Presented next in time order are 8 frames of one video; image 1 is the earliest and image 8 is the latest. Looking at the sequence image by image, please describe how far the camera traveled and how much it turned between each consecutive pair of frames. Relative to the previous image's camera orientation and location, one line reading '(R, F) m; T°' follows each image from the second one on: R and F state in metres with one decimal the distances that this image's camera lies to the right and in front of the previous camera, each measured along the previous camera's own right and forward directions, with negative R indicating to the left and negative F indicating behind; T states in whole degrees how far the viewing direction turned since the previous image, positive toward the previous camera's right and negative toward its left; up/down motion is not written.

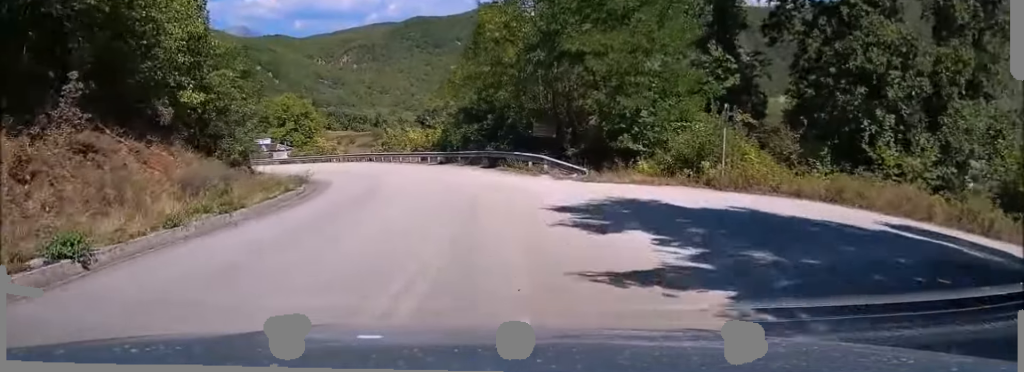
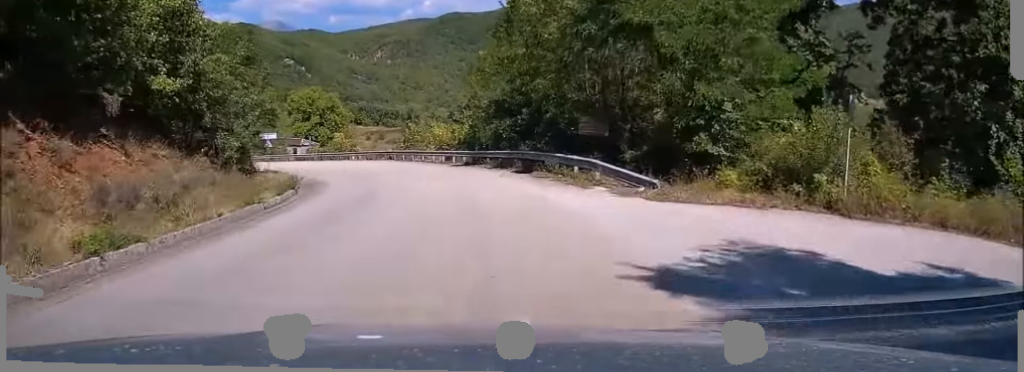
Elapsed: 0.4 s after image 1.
(-0.1, +6.0) m; -2°
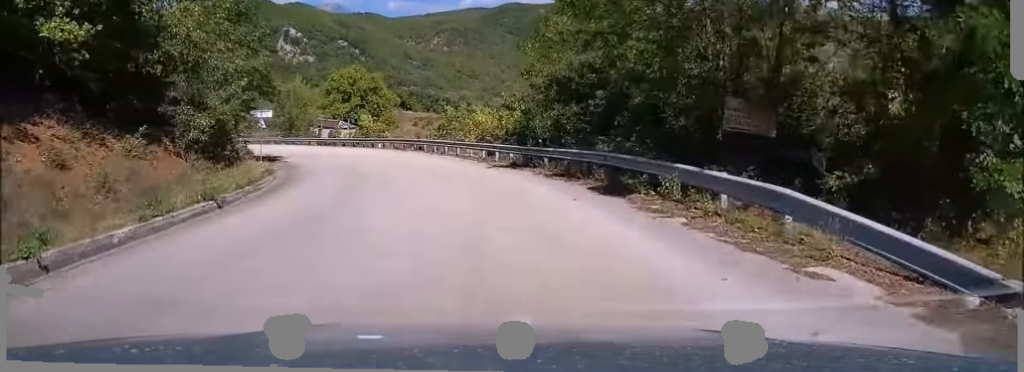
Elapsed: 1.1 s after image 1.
(-0.3, +10.8) m; -5°
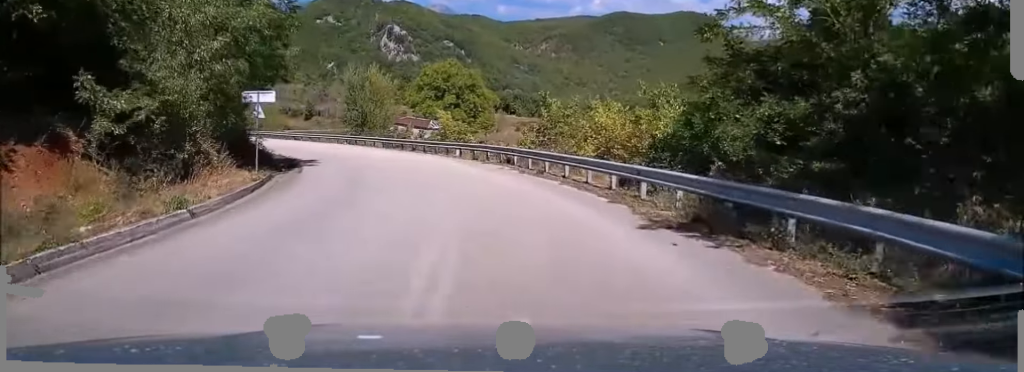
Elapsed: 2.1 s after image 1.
(-1.0, +13.3) m; -9°
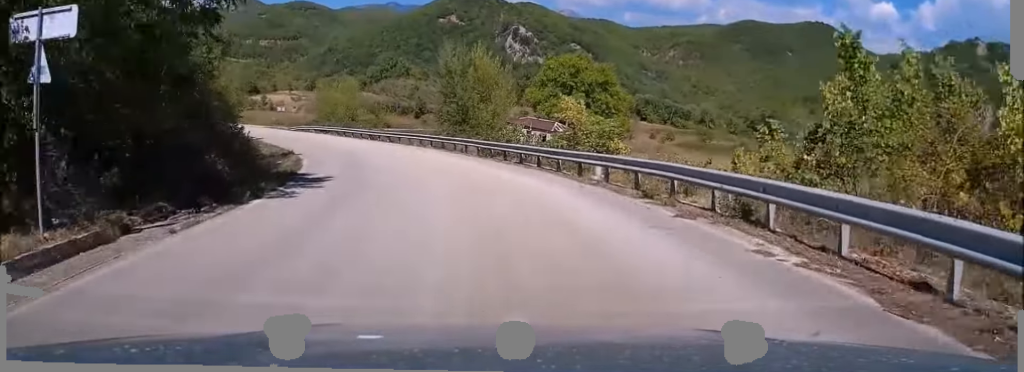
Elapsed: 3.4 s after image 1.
(-2.0, +16.0) m; -14°
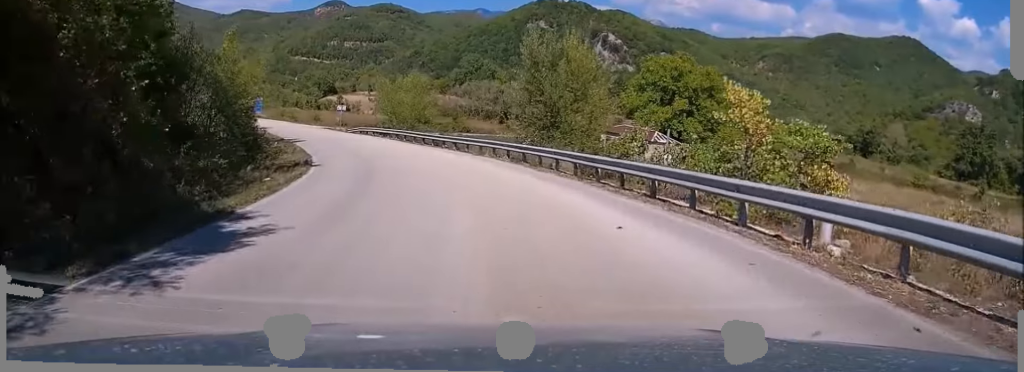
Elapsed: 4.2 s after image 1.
(-0.8, +10.3) m; -8°
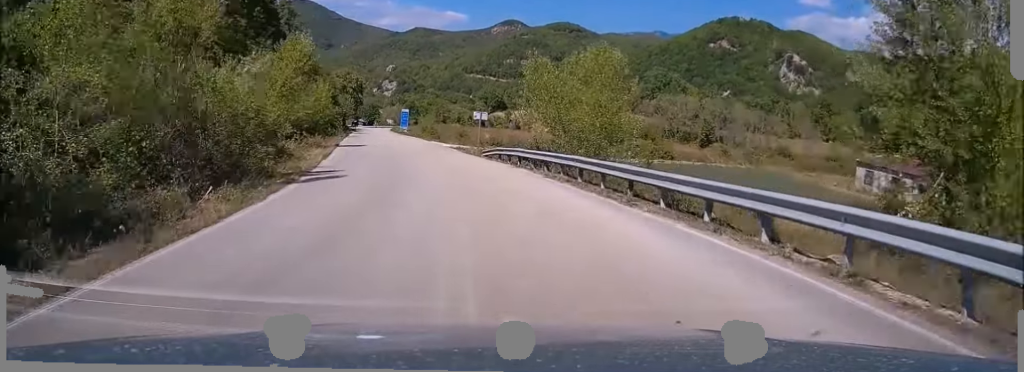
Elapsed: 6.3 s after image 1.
(-3.4, +26.1) m; -13°
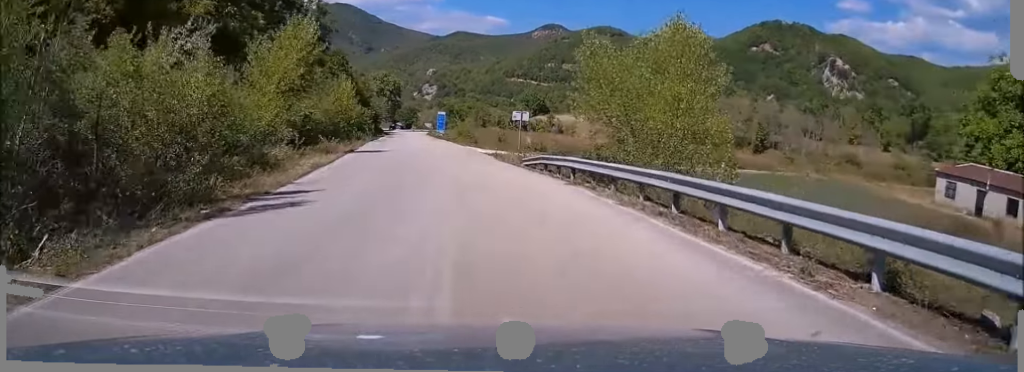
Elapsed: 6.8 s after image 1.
(0.0, +7.1) m; -3°
